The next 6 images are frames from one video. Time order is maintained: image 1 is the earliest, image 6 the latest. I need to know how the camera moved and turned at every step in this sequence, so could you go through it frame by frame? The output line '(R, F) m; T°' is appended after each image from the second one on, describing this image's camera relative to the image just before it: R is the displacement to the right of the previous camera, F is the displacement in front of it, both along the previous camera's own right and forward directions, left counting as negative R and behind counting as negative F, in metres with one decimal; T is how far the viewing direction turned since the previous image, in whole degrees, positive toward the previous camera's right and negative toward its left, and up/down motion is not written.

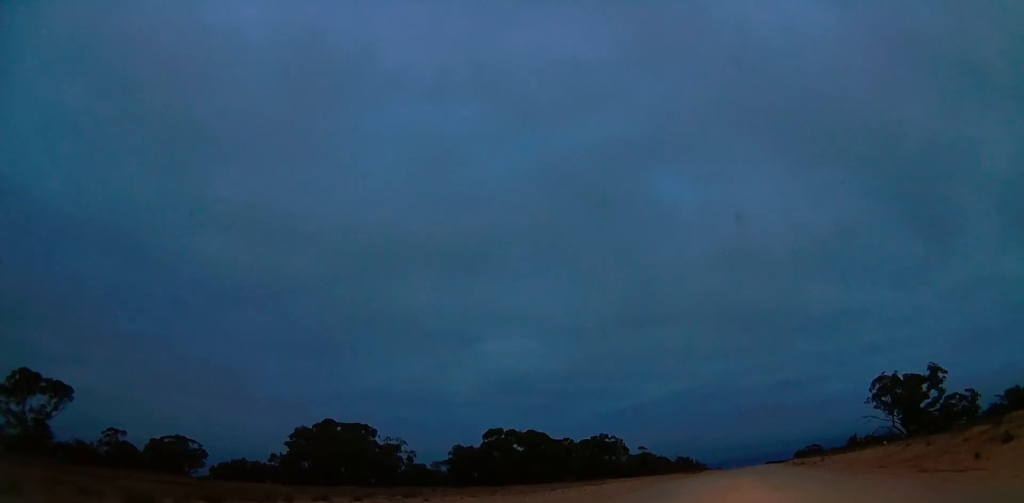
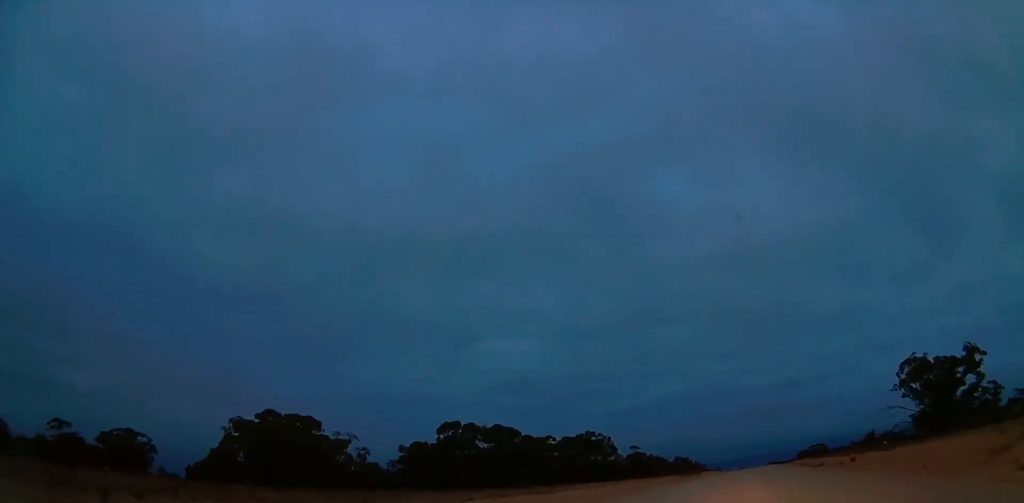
(0.0, +15.8) m; 0°
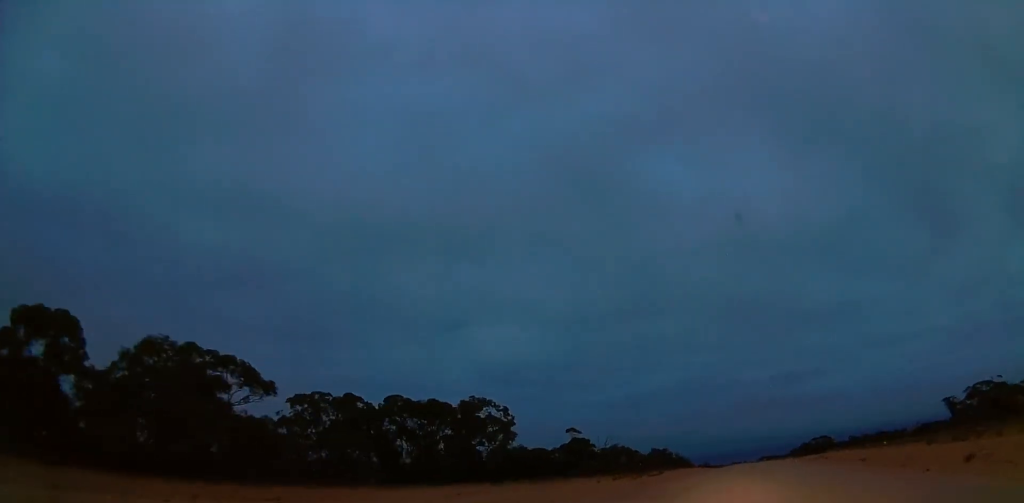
(0.0, +57.2) m; 0°
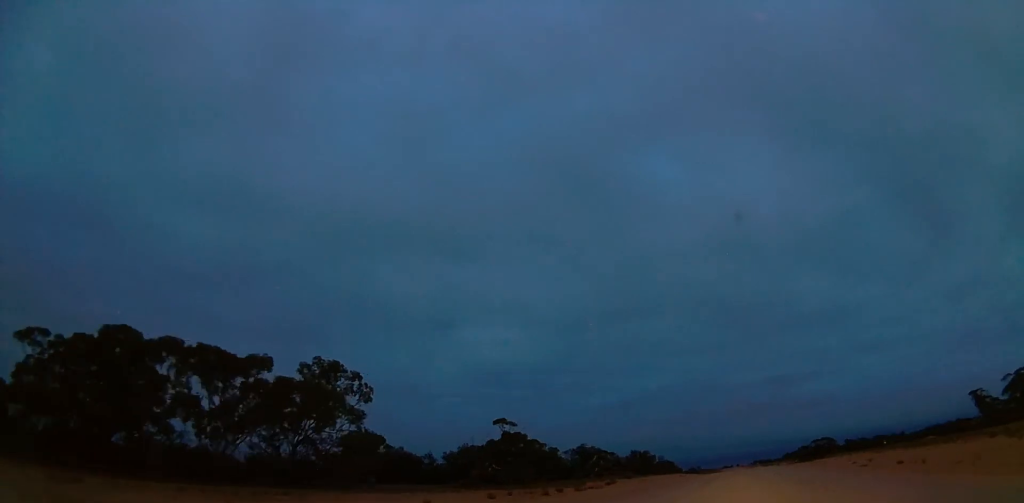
(0.0, +31.7) m; +1°
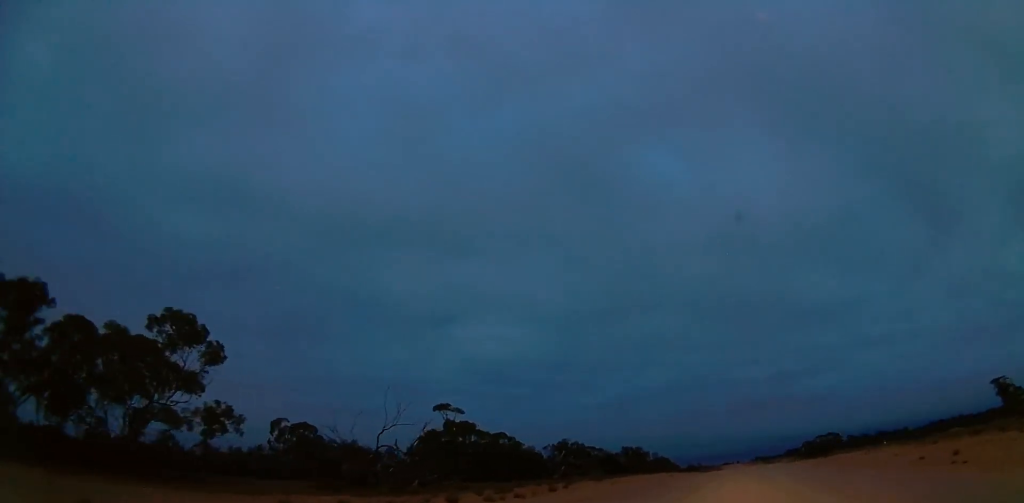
(+0.2, +17.8) m; 0°
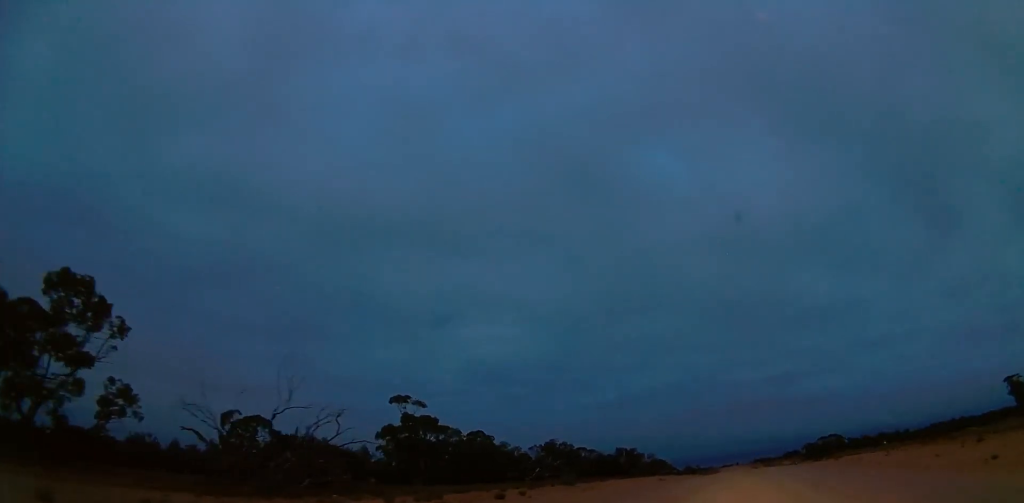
(+0.2, +9.3) m; 0°
